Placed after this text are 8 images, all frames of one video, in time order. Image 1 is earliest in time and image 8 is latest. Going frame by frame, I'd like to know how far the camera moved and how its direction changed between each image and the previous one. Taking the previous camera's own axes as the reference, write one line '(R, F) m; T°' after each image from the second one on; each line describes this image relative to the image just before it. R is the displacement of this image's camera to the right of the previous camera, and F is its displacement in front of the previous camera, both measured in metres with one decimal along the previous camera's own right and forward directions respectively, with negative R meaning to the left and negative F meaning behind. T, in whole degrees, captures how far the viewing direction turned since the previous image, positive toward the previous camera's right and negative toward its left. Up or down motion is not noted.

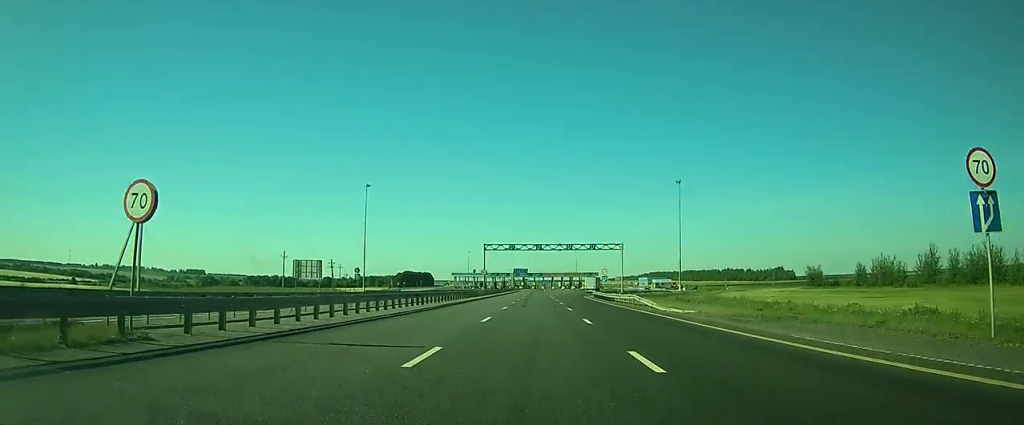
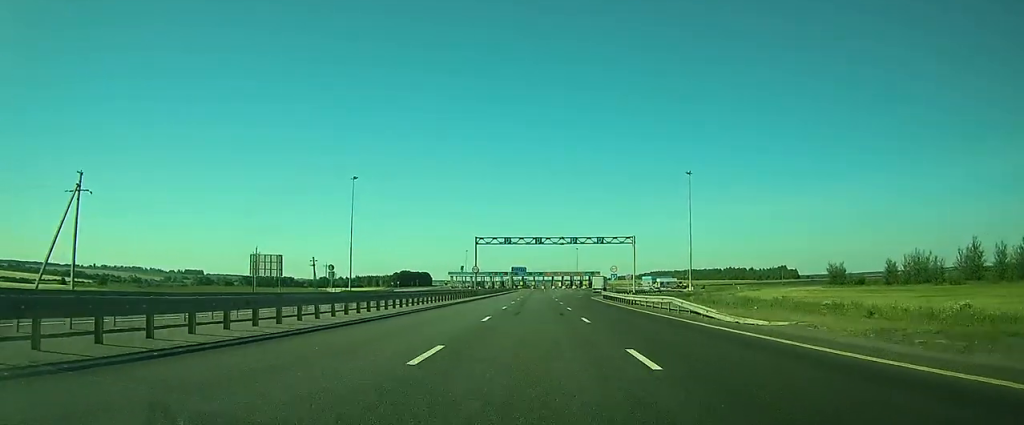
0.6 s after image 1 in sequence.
(0.0, +11.9) m; 0°
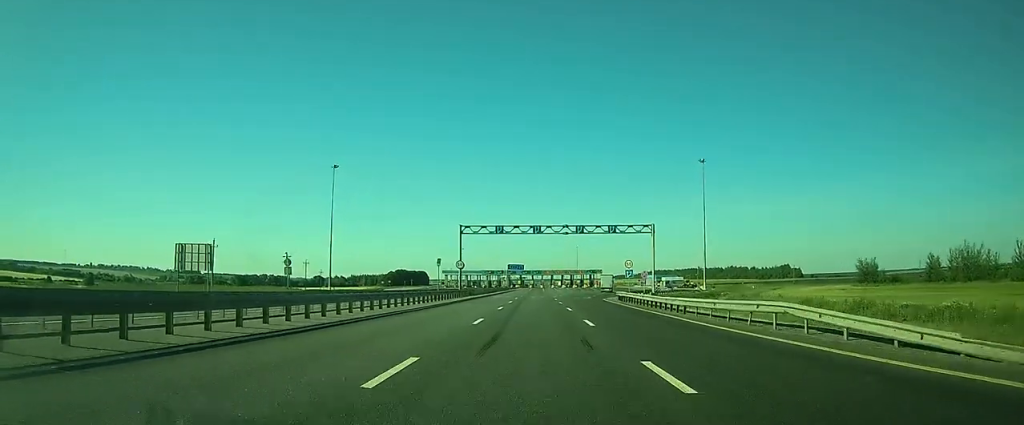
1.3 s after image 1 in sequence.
(0.0, +14.5) m; 0°
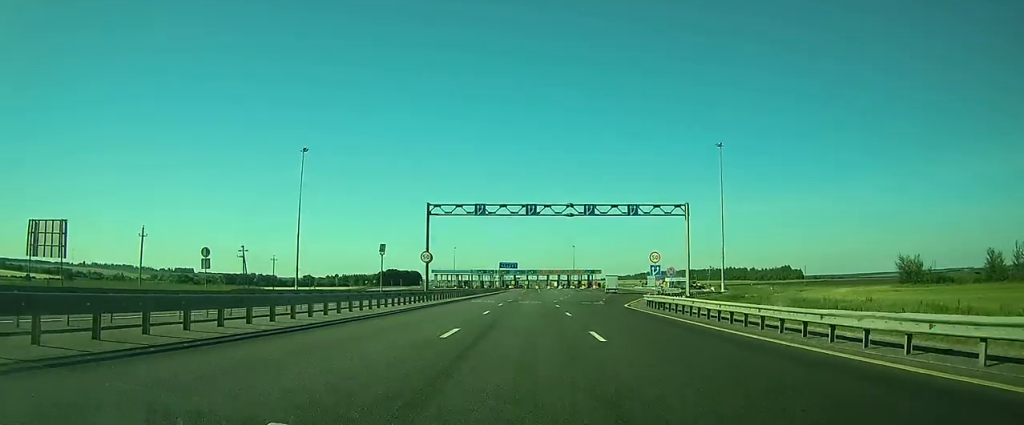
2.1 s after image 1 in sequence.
(+0.1, +17.4) m; +1°
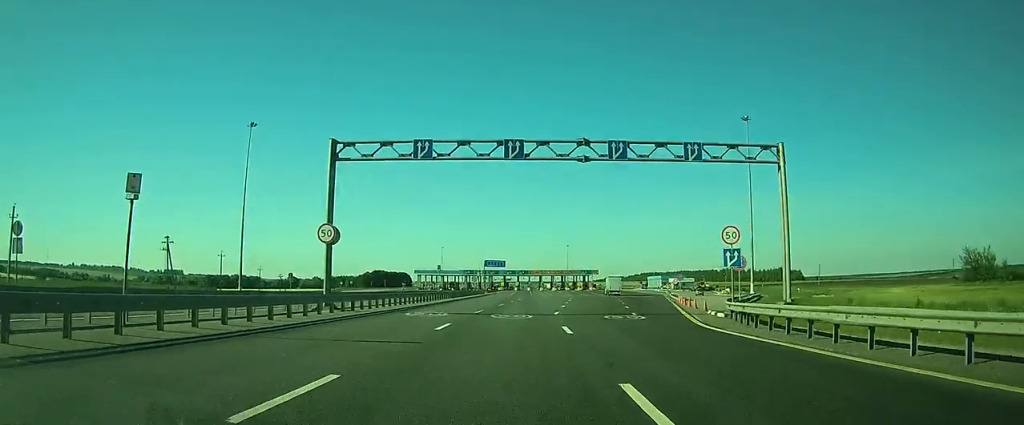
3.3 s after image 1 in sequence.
(+0.1, +21.7) m; 0°
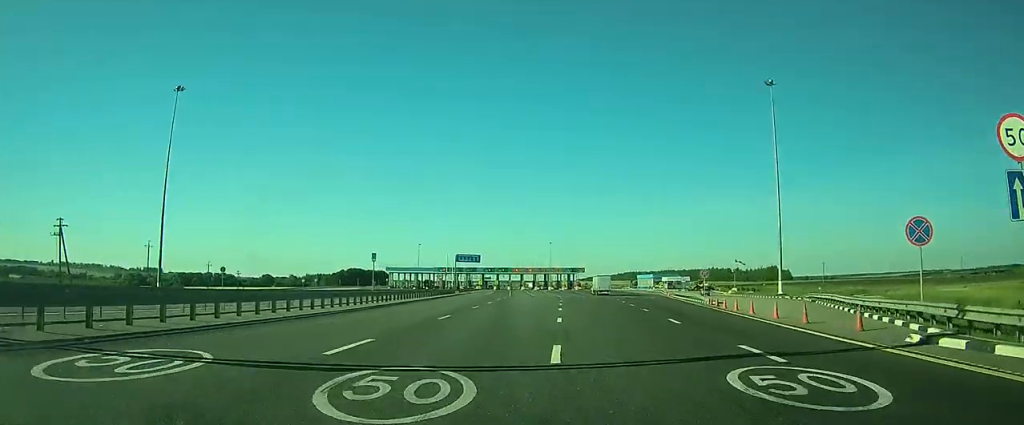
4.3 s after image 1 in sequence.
(+0.1, +19.6) m; +1°
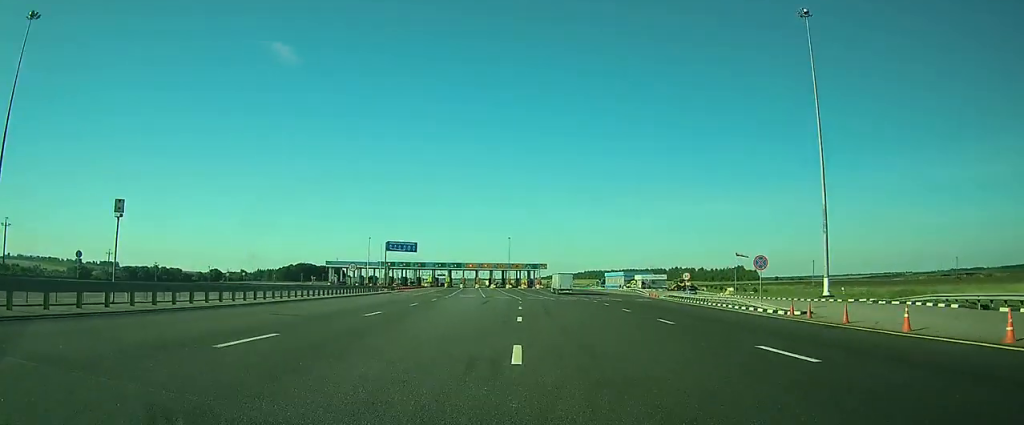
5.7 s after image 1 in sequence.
(+0.7, +24.7) m; +3°
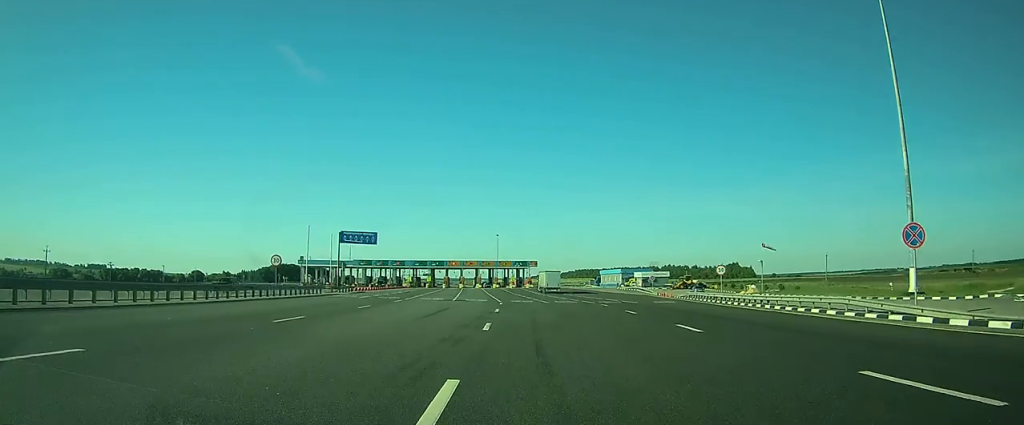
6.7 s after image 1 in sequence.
(+0.3, +16.5) m; +2°
